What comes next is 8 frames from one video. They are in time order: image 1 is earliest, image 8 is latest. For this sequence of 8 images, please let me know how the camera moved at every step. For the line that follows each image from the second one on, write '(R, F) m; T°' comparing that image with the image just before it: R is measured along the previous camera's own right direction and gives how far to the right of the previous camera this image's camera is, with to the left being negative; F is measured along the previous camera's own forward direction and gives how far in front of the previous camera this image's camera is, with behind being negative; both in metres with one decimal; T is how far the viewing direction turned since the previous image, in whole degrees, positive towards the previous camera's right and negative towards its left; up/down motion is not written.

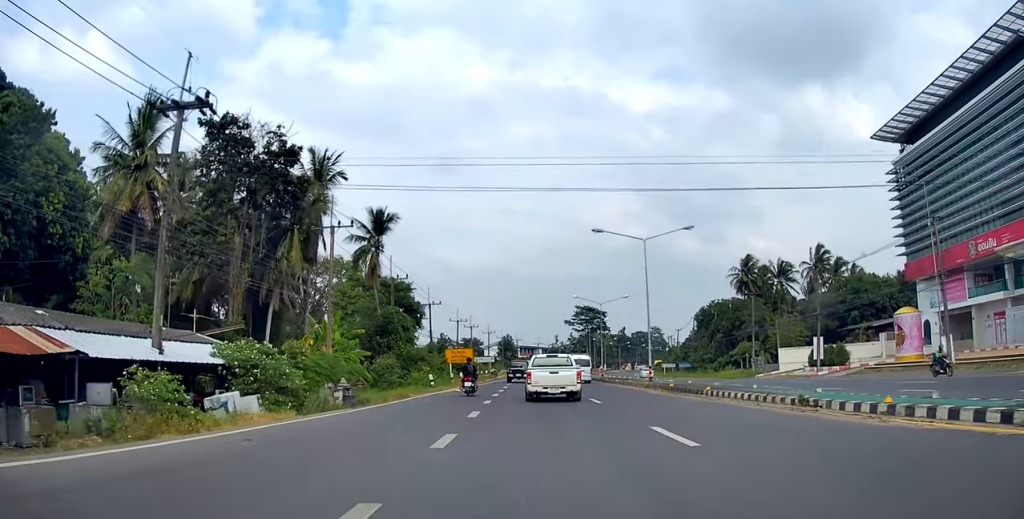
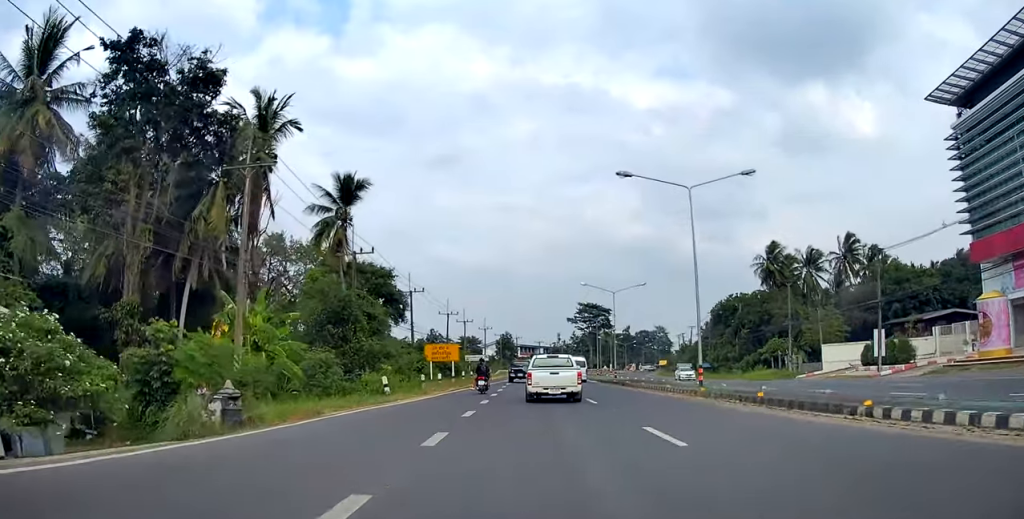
(0.0, +12.0) m; 0°
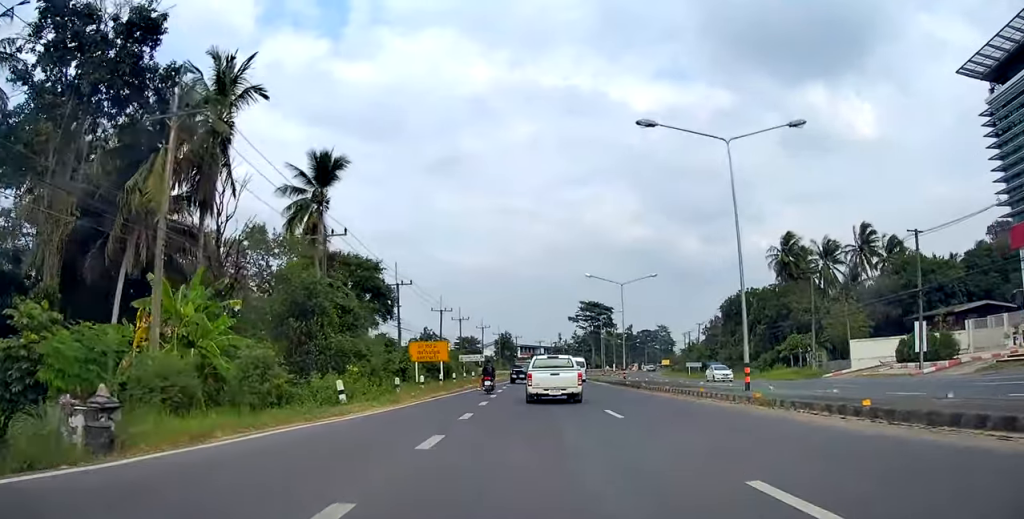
(0.0, +6.7) m; 0°
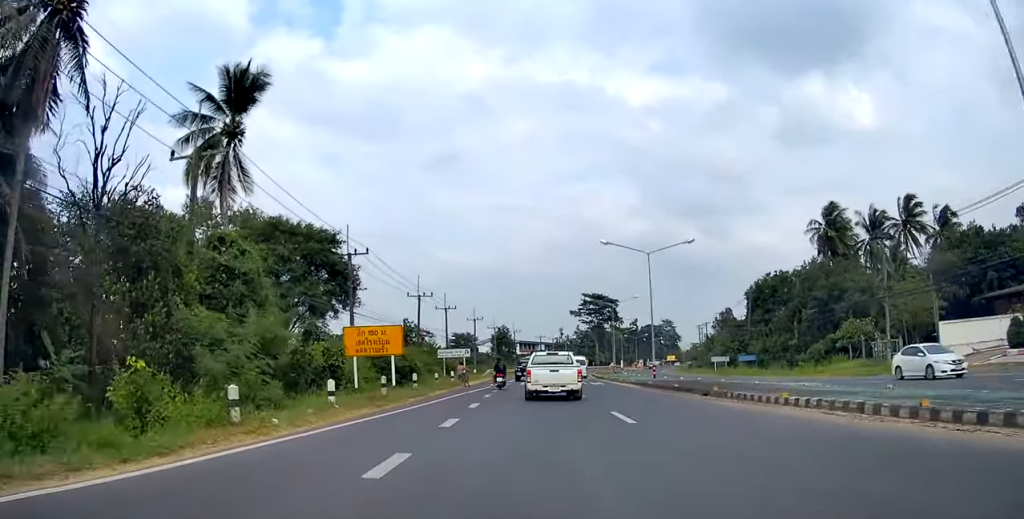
(0.0, +15.0) m; 0°
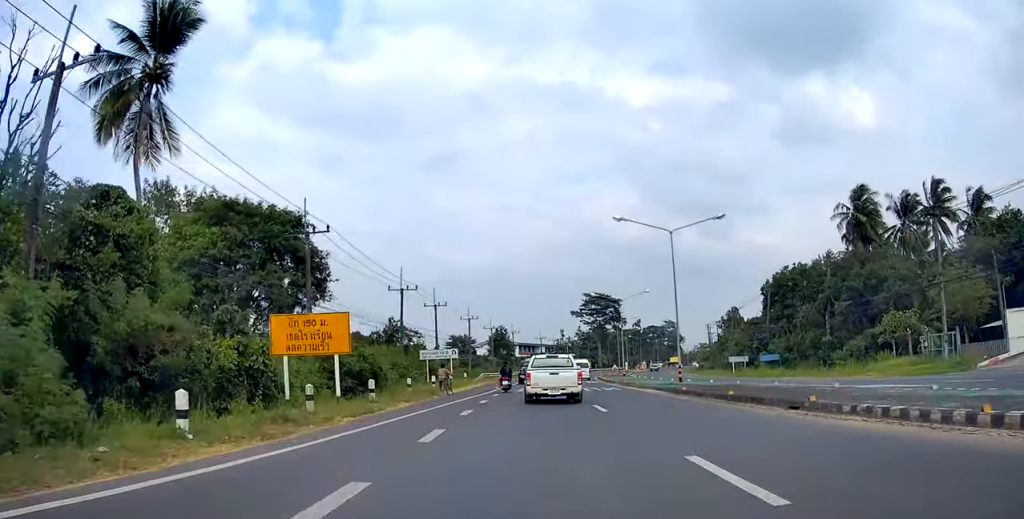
(0.0, +7.9) m; 0°
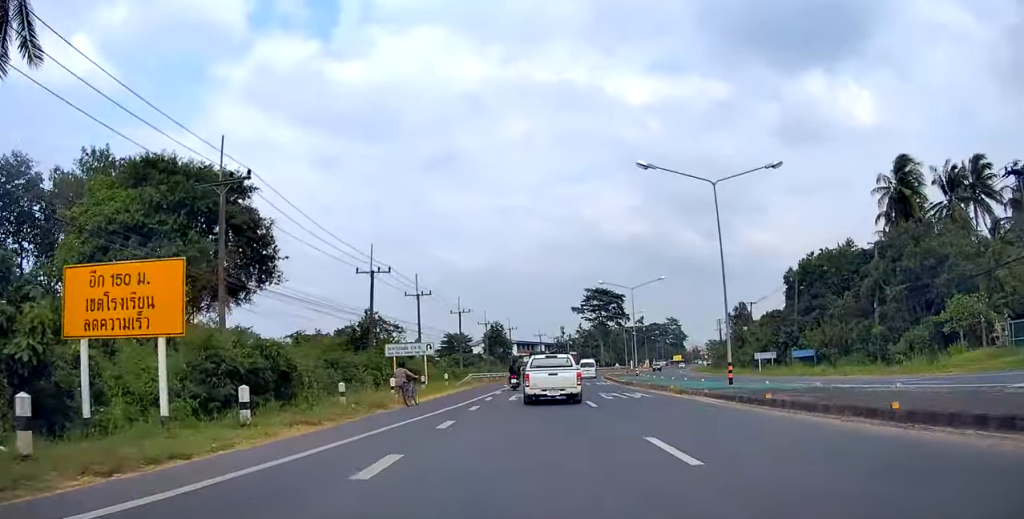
(0.0, +10.0) m; -1°
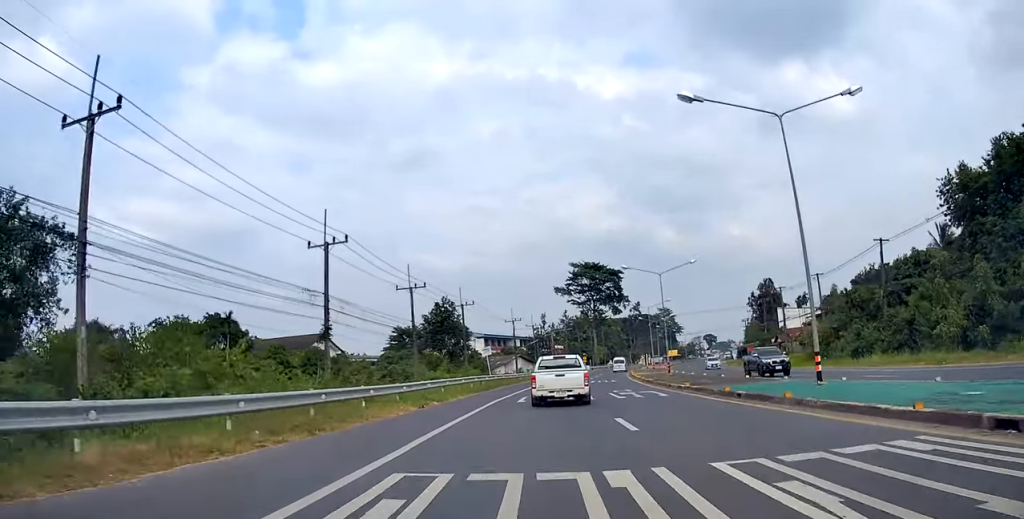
(-0.3, +44.9) m; 0°
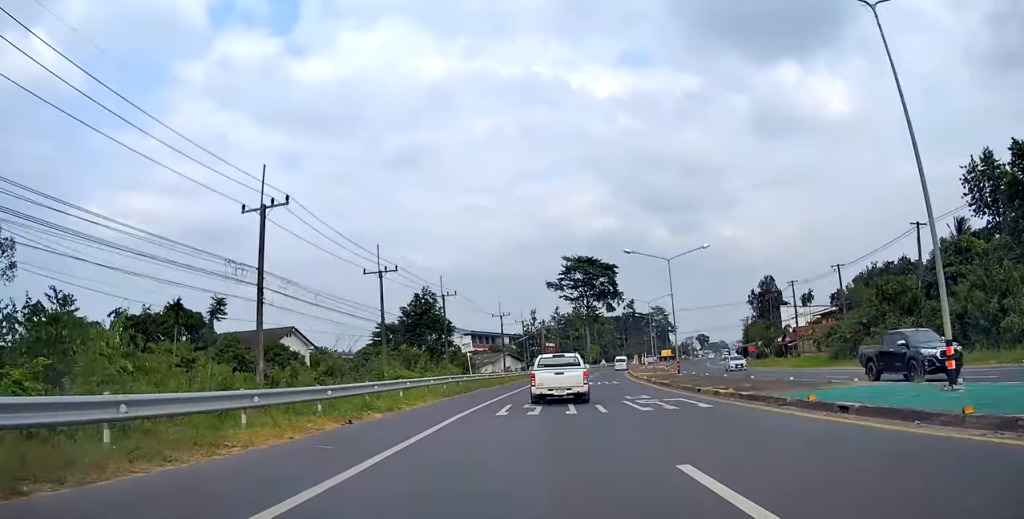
(-0.1, +7.3) m; 0°
